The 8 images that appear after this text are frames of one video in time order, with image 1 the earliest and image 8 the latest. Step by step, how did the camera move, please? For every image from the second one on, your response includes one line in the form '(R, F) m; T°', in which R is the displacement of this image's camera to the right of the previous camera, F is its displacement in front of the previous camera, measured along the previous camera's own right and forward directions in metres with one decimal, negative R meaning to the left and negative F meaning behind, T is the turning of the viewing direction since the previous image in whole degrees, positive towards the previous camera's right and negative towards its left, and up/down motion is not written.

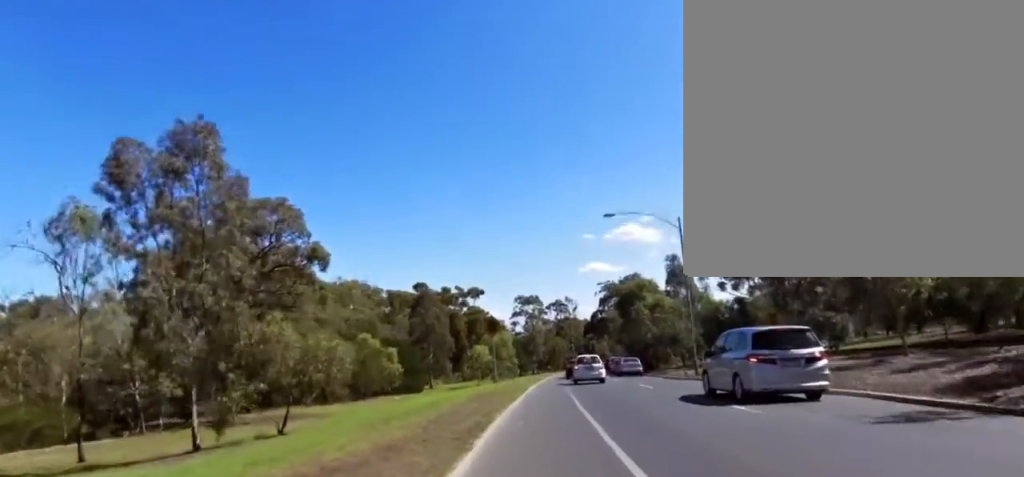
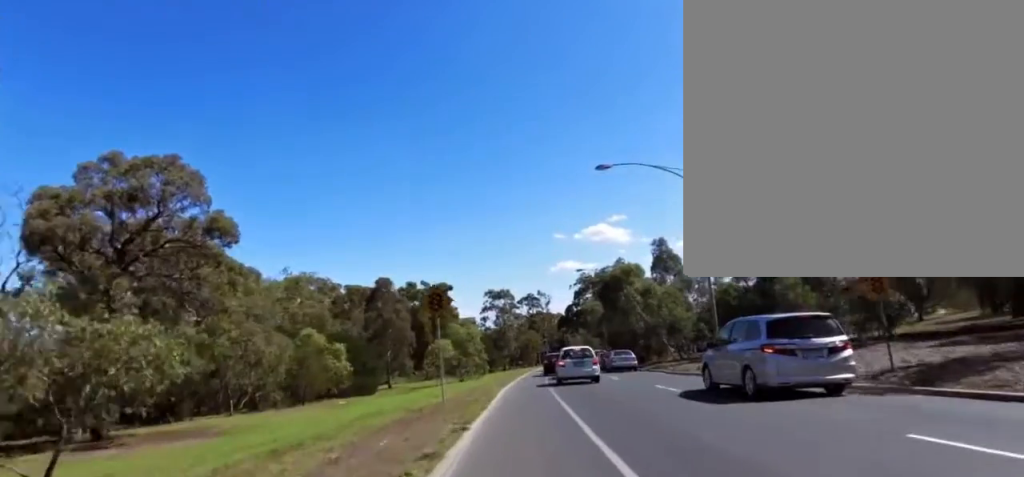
(+0.1, +8.5) m; +6°
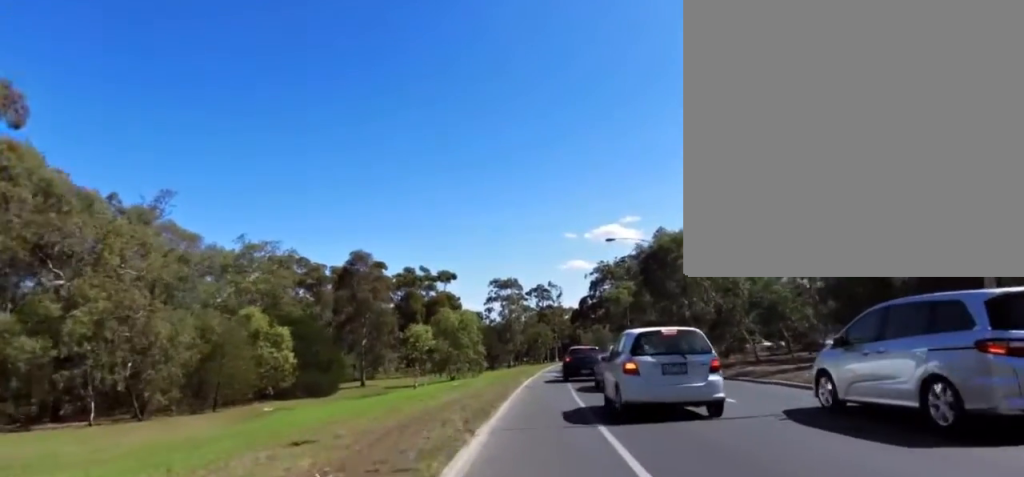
(+0.1, +14.1) m; -7°
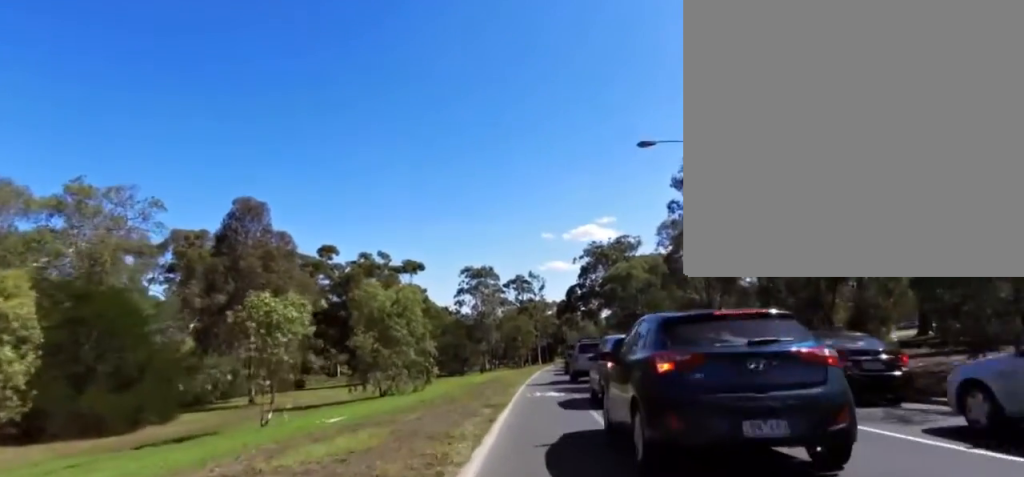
(+1.4, +19.3) m; +10°
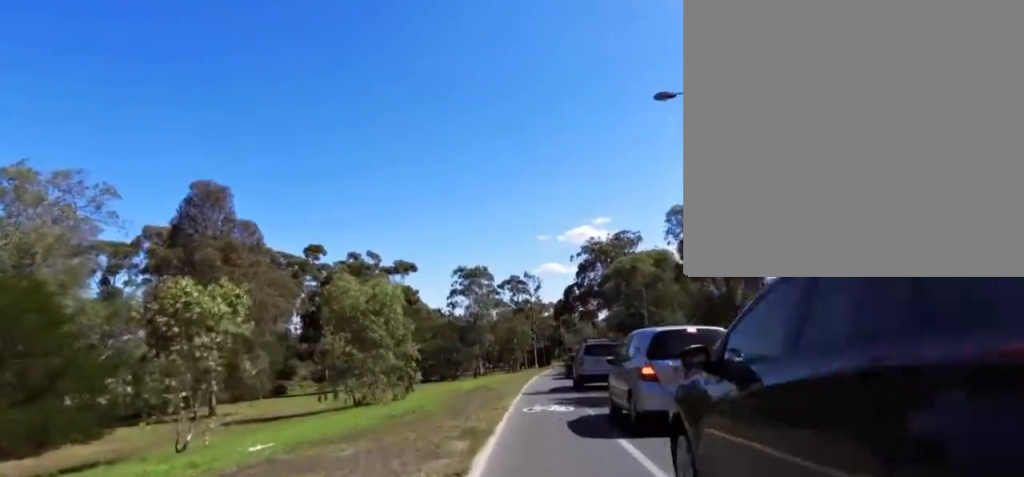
(+0.1, +4.3) m; 0°
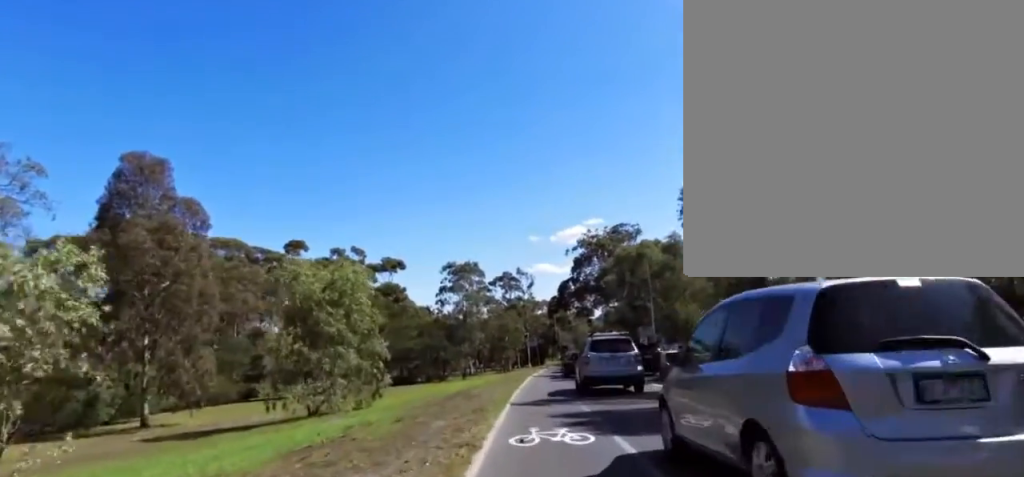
(-0.3, +5.3) m; -3°
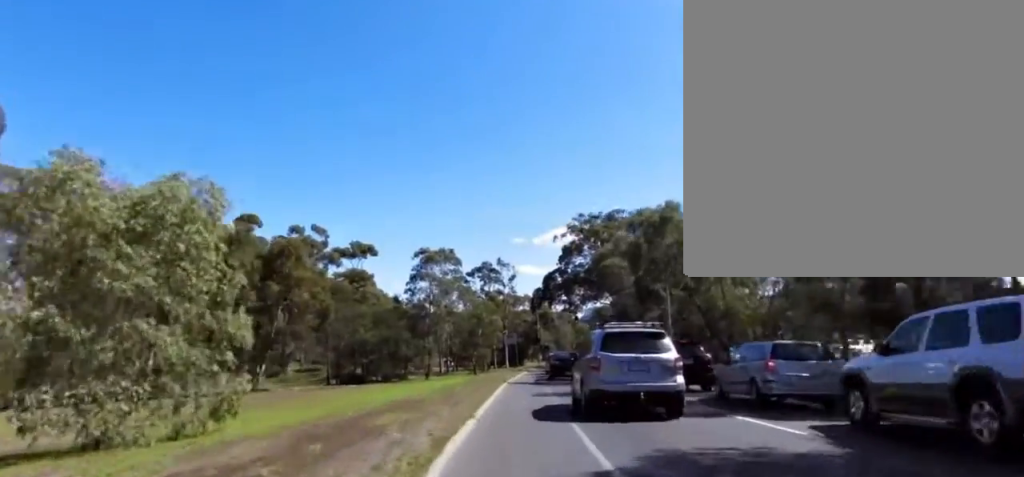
(-0.3, +10.9) m; -5°
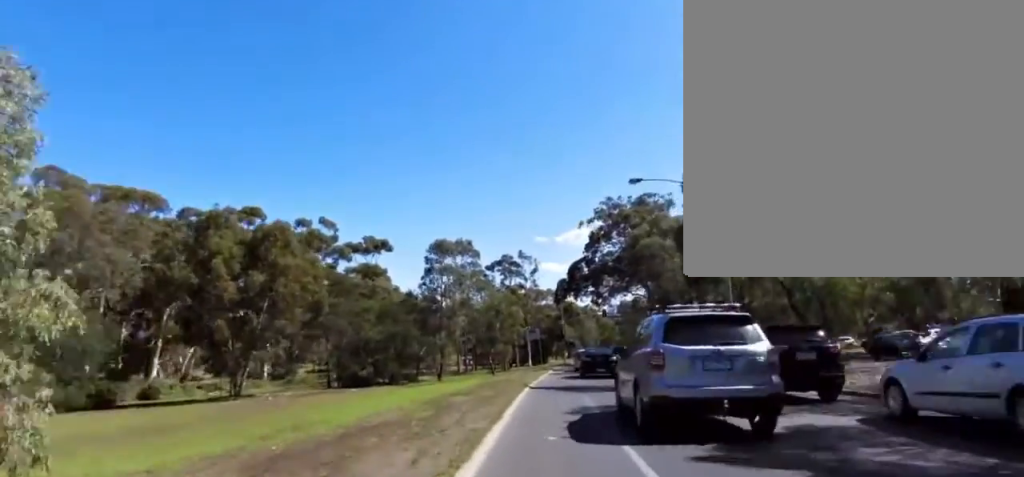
(-0.4, +6.6) m; +3°
